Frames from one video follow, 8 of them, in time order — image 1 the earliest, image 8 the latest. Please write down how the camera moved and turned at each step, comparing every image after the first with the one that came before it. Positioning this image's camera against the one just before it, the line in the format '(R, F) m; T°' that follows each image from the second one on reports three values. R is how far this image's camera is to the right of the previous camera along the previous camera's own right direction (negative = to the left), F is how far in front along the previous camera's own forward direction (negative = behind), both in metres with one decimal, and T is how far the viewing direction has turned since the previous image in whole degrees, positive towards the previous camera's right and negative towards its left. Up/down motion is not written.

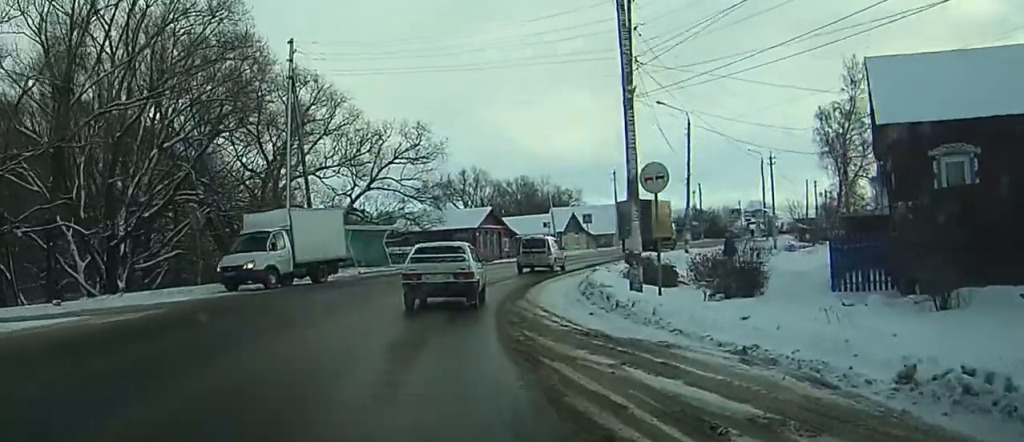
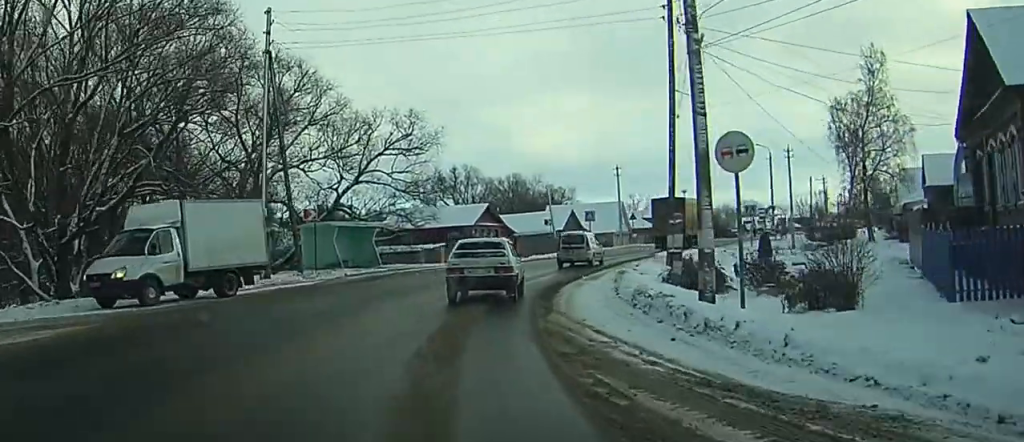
(-0.1, +6.3) m; +2°
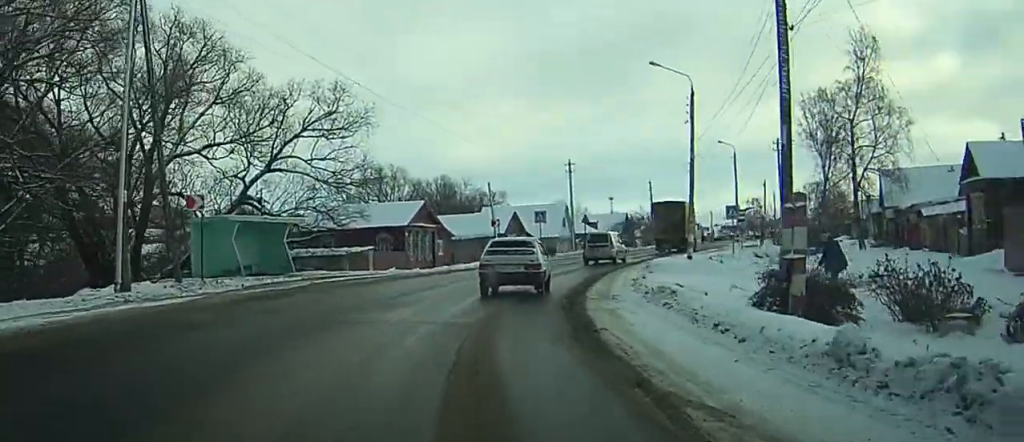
(+0.6, +10.9) m; +3°
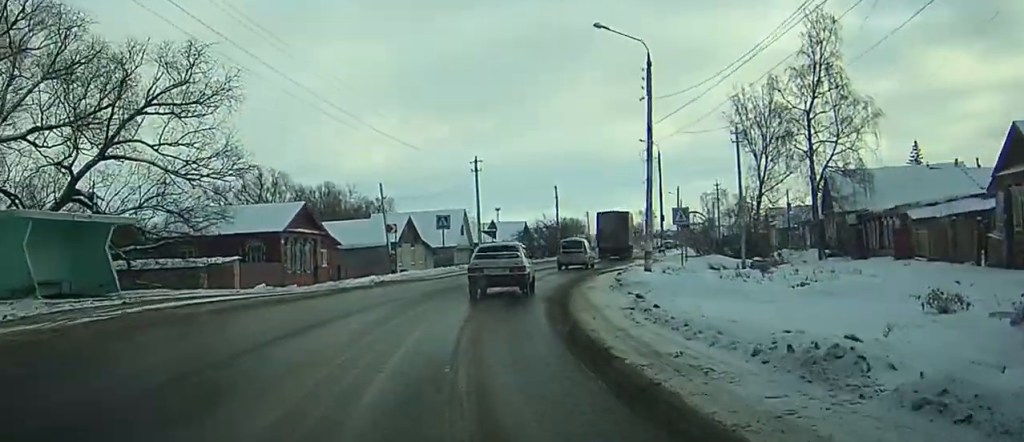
(-1.0, +10.2) m; -7°
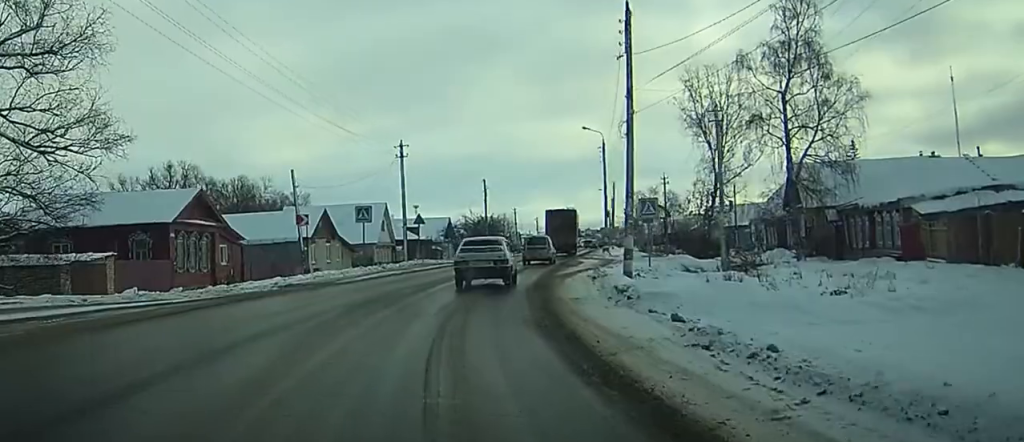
(0.0, +7.5) m; +12°
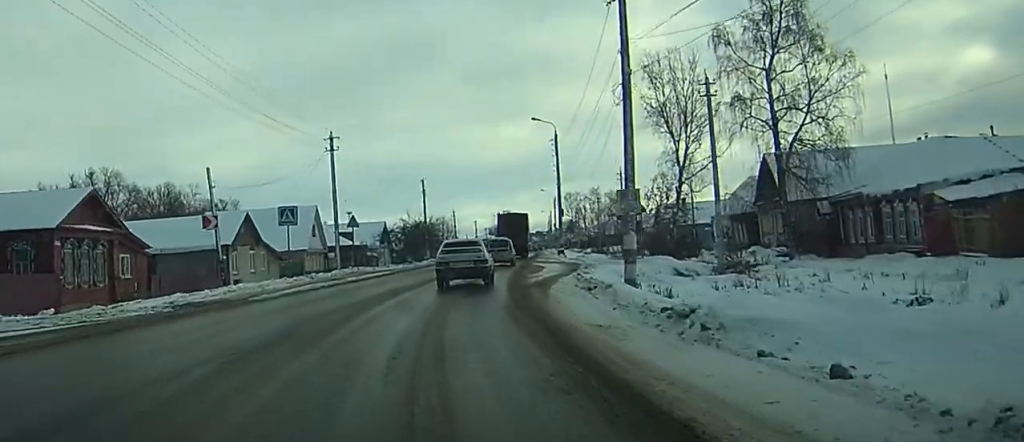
(+1.3, +6.6) m; +13°
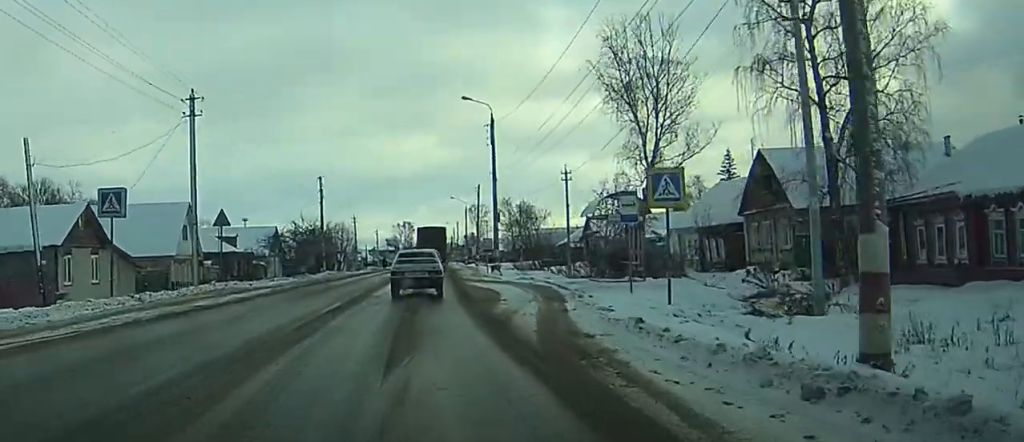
(+0.9, +13.5) m; +5°
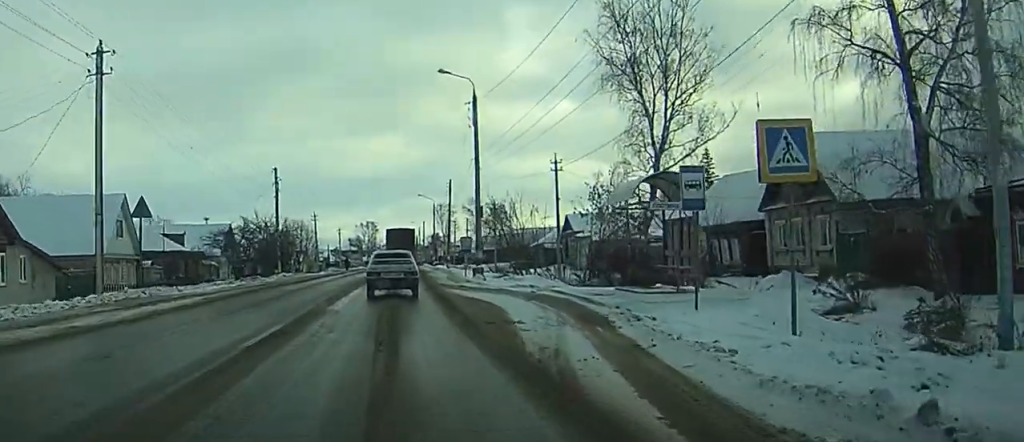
(+0.1, +7.4) m; +1°
